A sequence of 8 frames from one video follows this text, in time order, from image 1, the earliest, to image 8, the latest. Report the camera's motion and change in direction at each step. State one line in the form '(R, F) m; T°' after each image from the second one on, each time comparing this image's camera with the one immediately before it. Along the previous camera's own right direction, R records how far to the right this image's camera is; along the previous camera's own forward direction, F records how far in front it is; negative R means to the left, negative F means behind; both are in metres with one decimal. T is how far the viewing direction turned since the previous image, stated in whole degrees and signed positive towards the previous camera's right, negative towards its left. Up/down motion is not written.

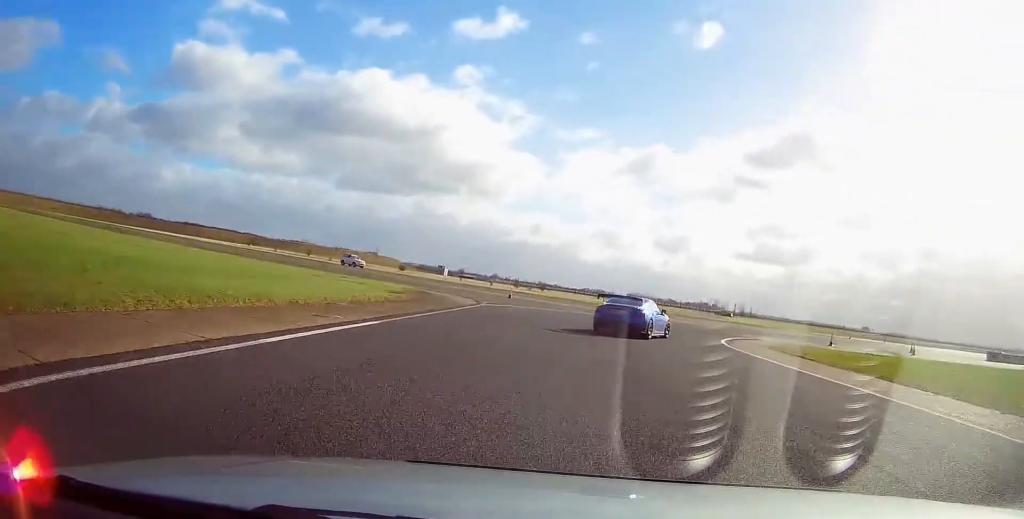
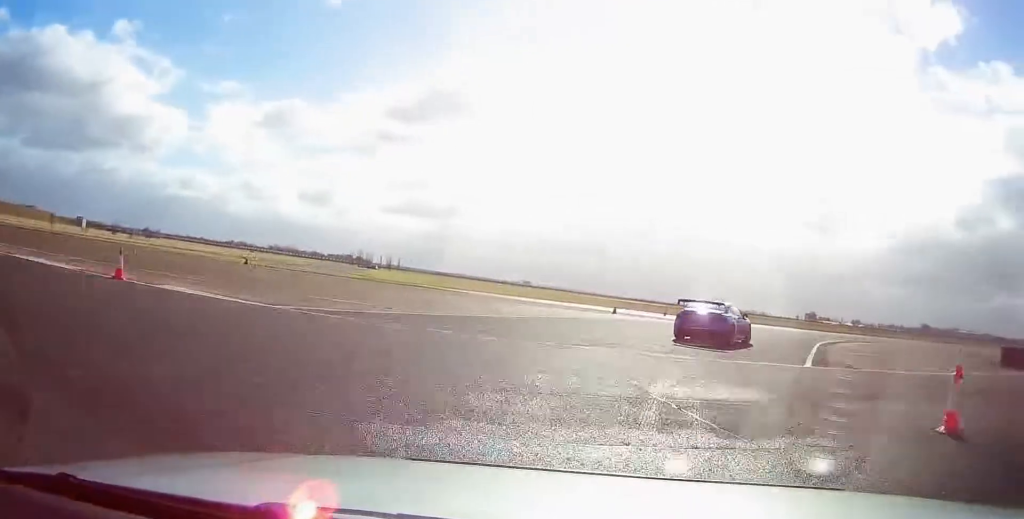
(+9.8, +36.6) m; +26°
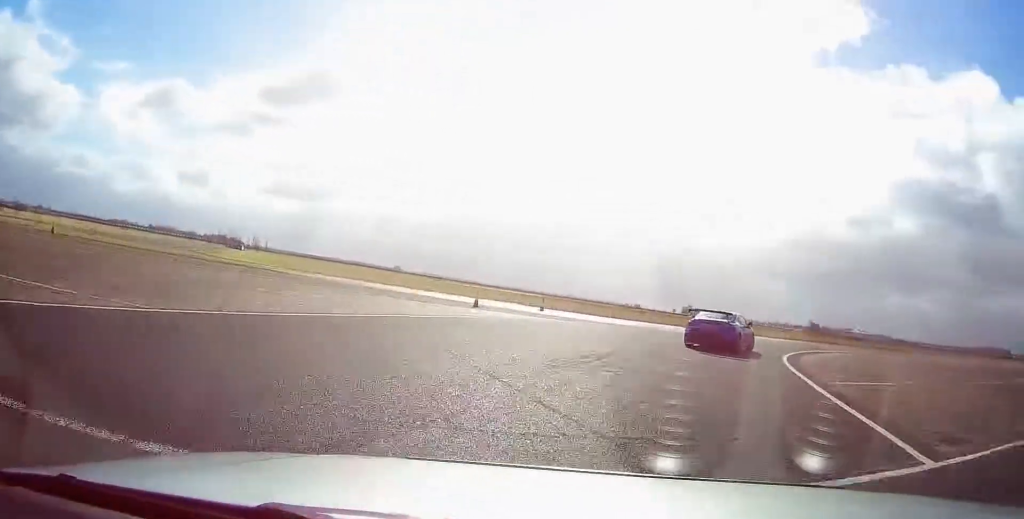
(-0.7, +10.6) m; +9°
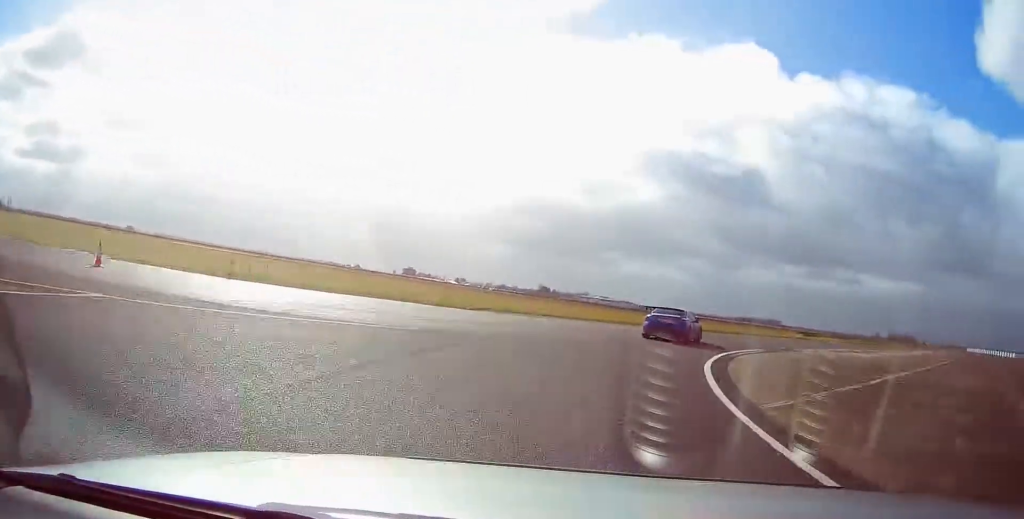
(+5.8, +19.4) m; +28°
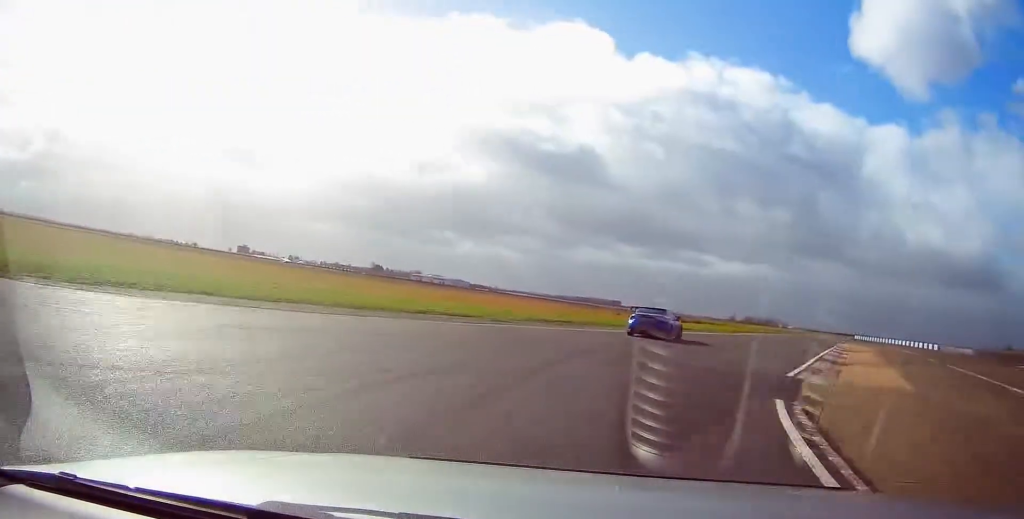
(+2.9, +18.3) m; +14°
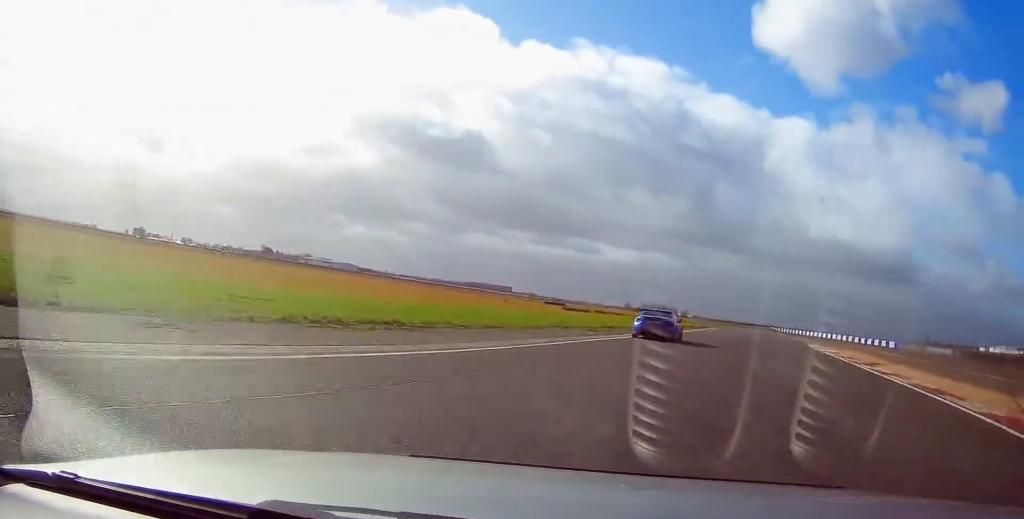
(+1.9, +16.9) m; +10°
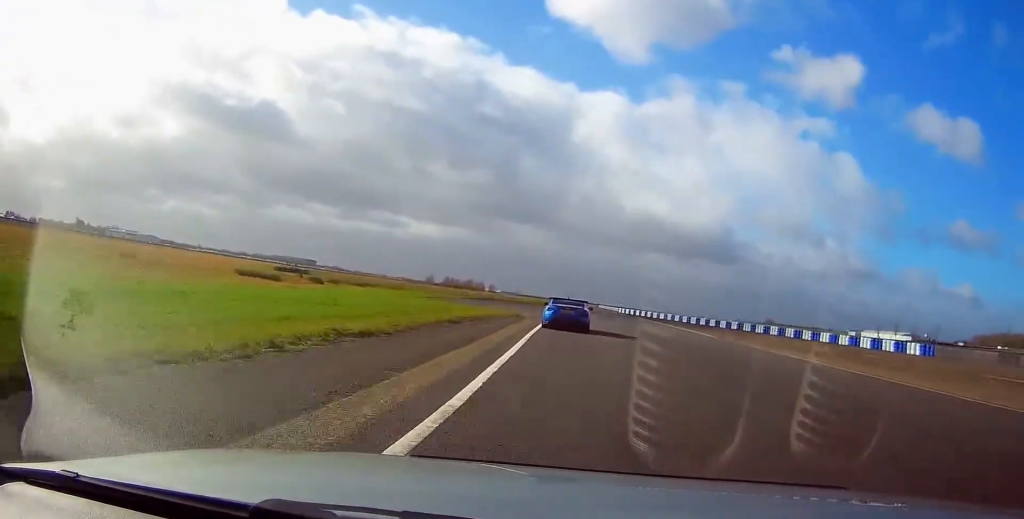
(+8.7, +49.9) m; +14°
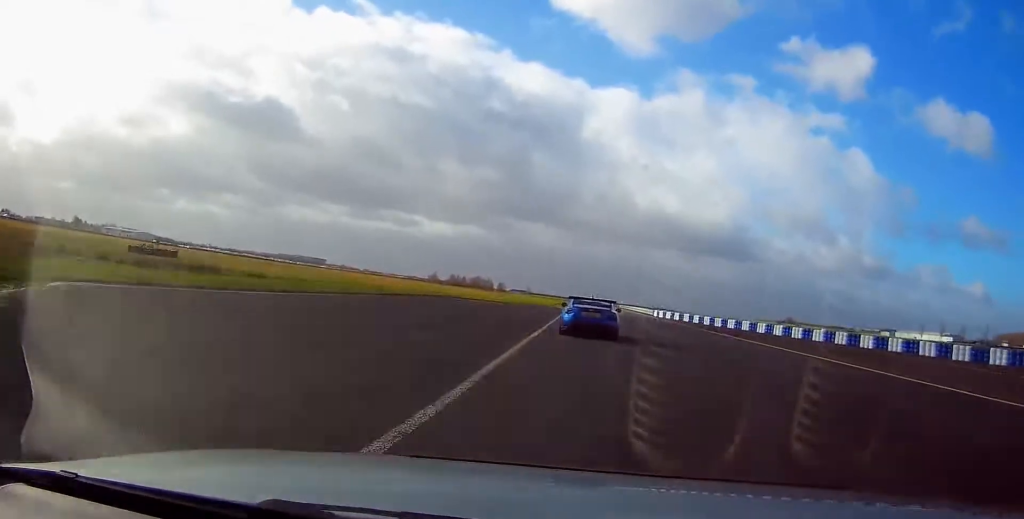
(+0.3, +39.5) m; +1°
